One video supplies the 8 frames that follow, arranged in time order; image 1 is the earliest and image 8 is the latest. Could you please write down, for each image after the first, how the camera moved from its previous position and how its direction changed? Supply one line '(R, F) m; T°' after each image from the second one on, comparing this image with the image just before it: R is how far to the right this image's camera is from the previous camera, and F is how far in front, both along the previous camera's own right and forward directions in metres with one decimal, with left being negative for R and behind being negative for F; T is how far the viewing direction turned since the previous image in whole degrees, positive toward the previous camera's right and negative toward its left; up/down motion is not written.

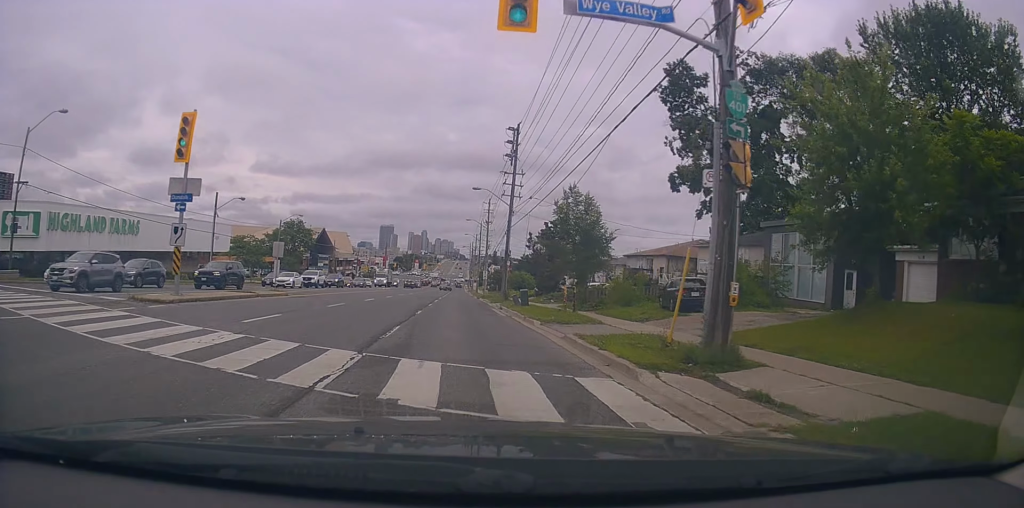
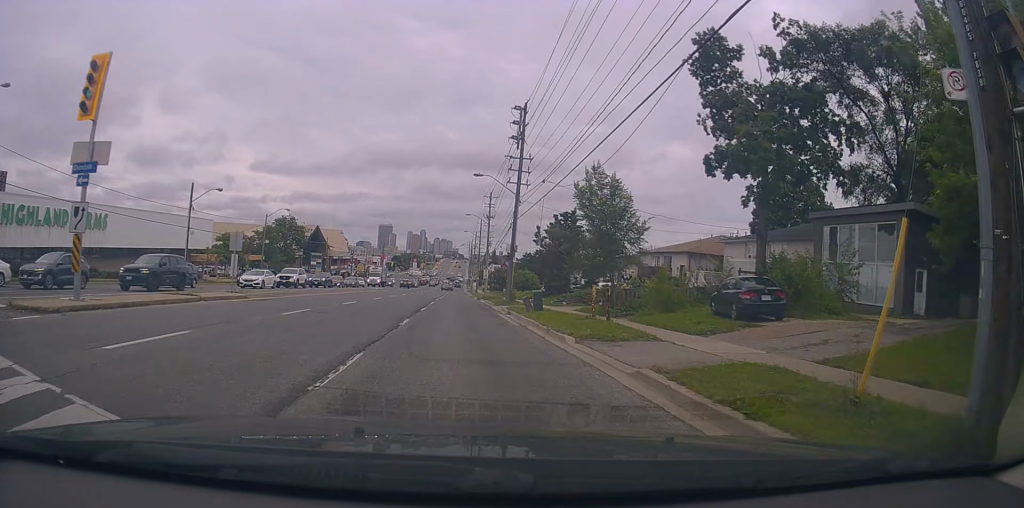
(0.0, +5.3) m; +1°
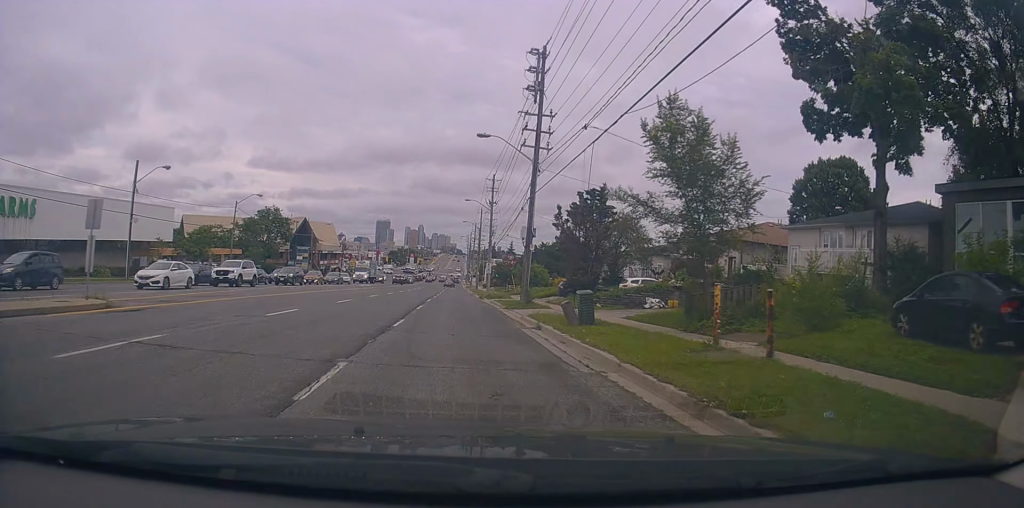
(+0.2, +9.8) m; 0°
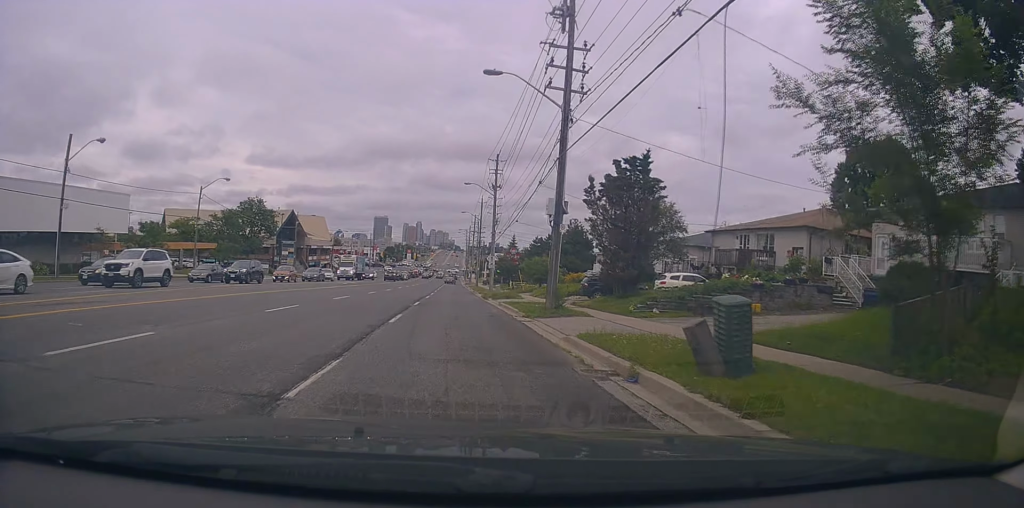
(-0.1, +9.0) m; 0°
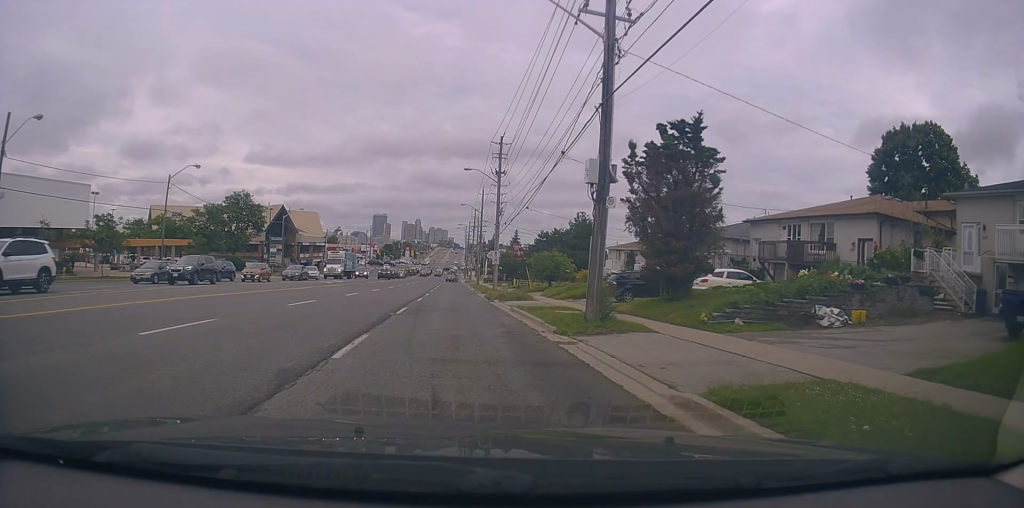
(-0.1, +6.5) m; 0°
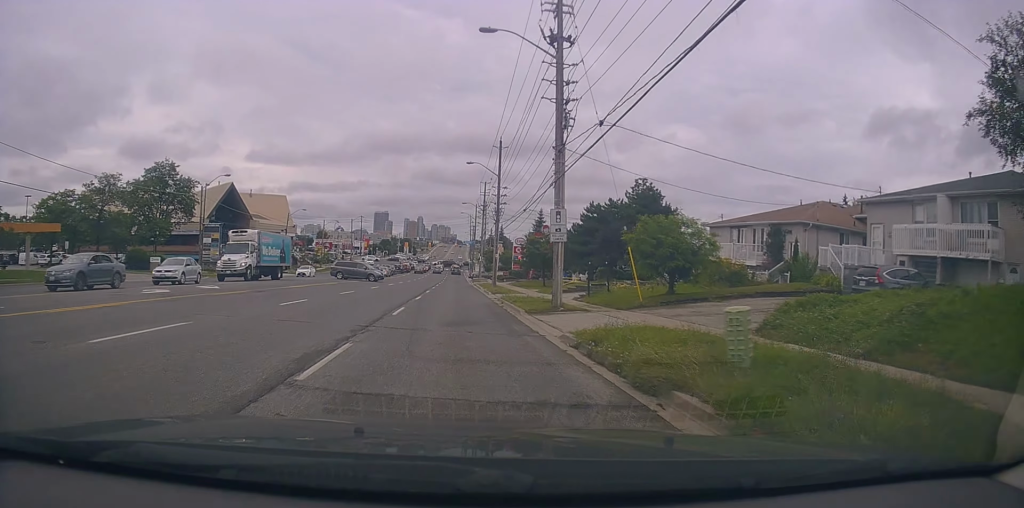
(-0.1, +29.3) m; -1°
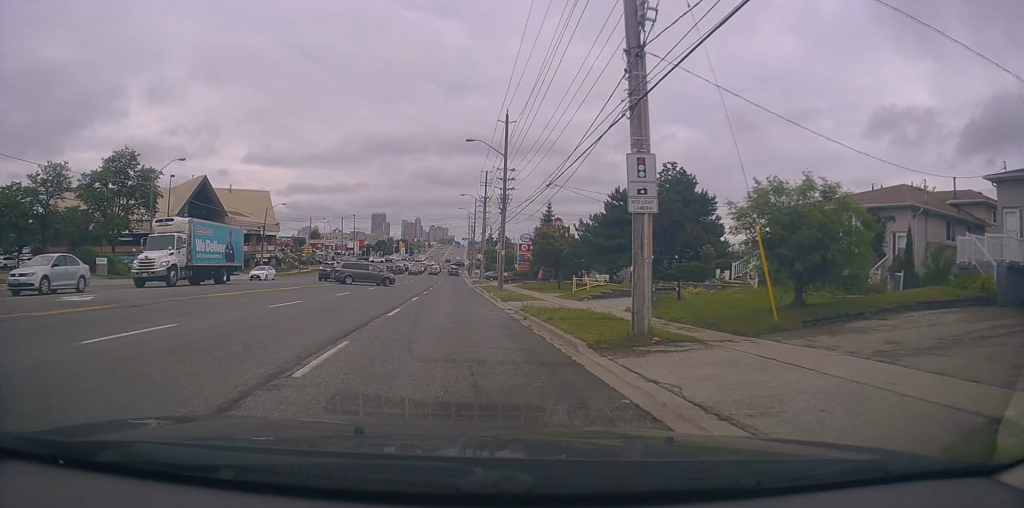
(+0.1, +9.7) m; 0°
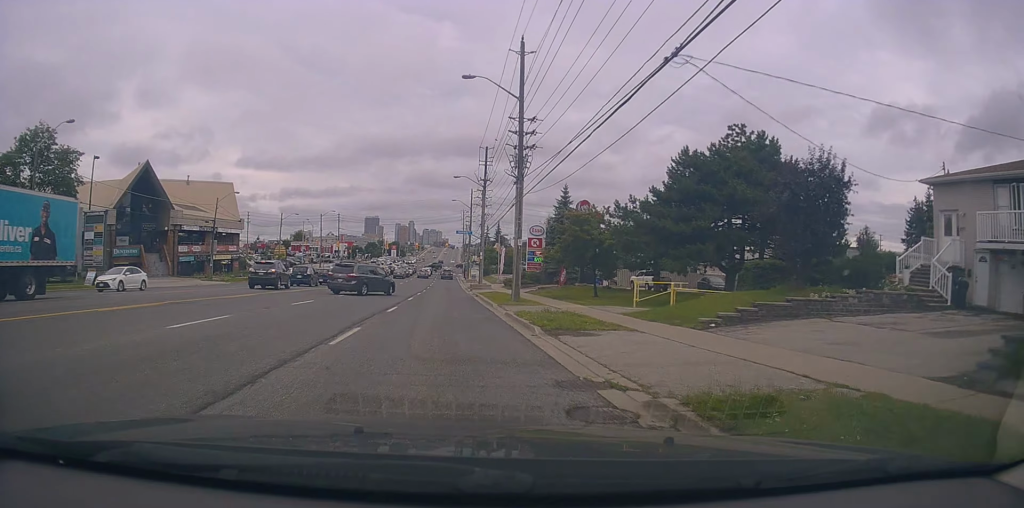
(0.0, +15.4) m; +2°
